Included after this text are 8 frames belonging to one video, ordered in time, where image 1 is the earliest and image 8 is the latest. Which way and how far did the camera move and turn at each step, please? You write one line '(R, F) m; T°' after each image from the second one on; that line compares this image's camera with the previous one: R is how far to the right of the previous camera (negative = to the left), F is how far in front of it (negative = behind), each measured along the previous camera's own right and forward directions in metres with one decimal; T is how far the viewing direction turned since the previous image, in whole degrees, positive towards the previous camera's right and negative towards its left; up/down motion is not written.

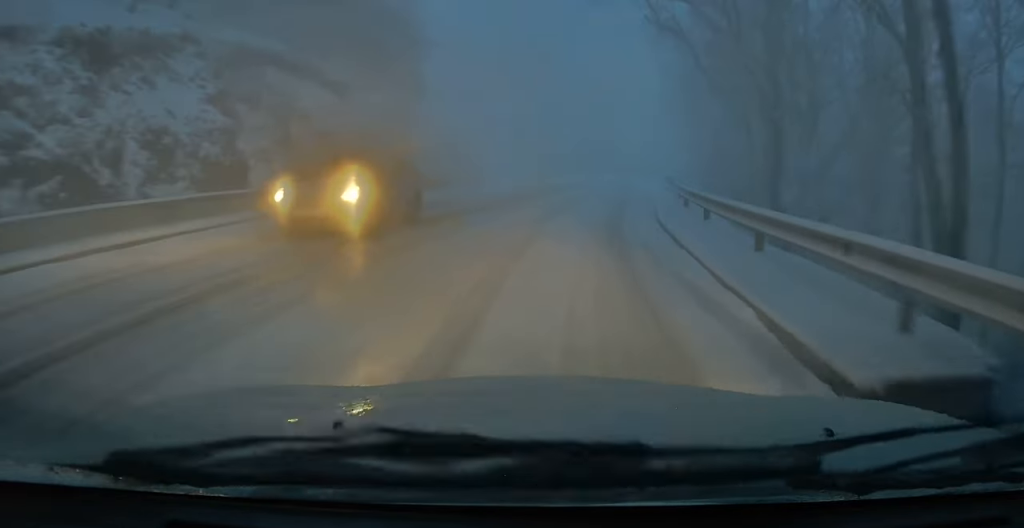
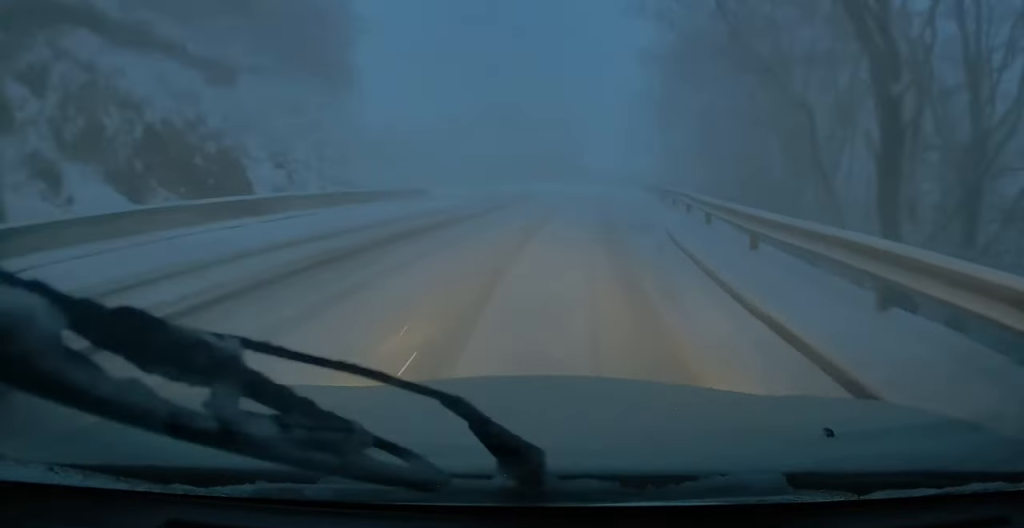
(+0.2, +7.2) m; +2°
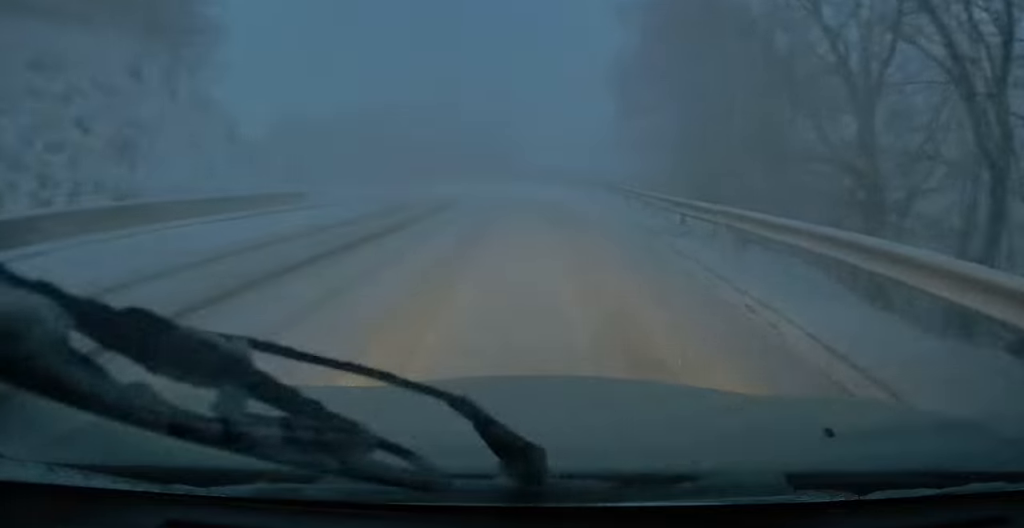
(+0.2, +11.6) m; +3°
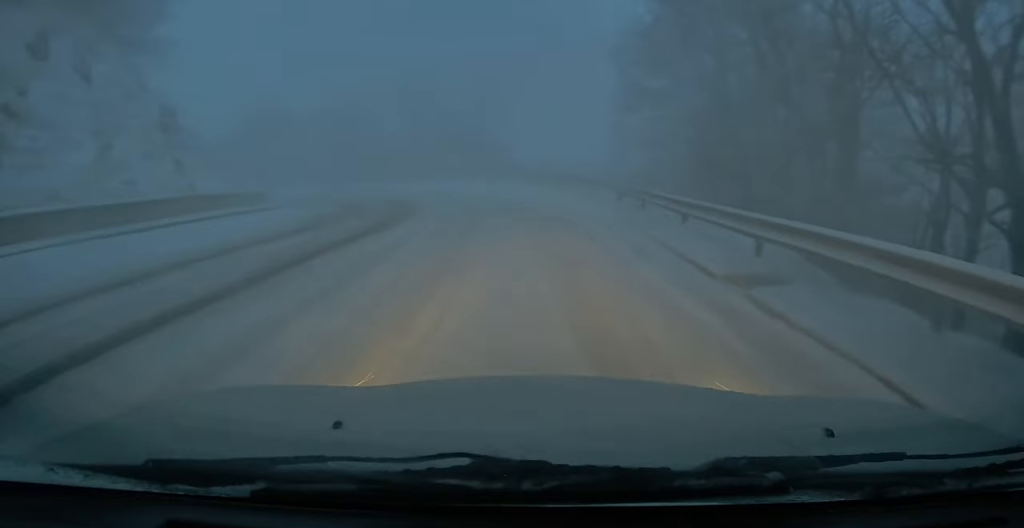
(+0.2, +5.1) m; 0°
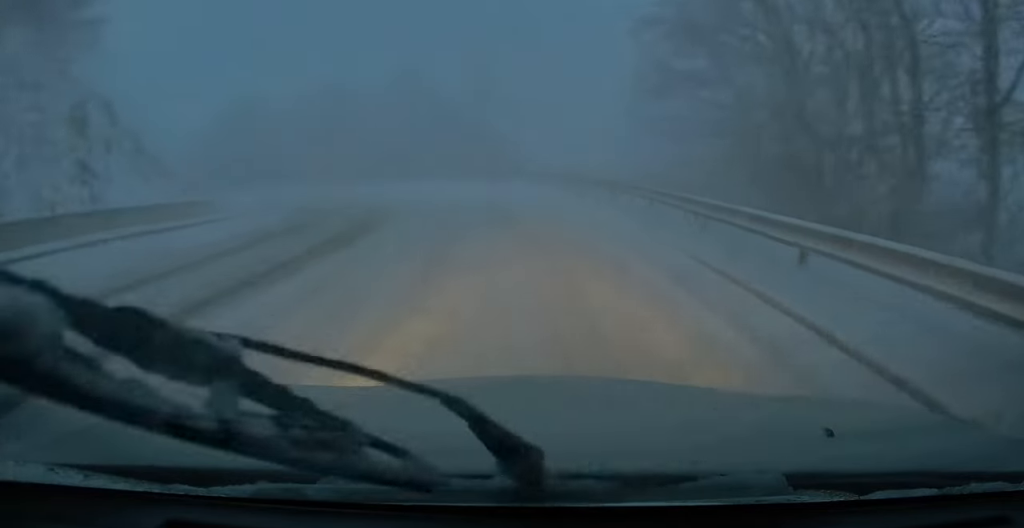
(-0.1, +5.6) m; 0°
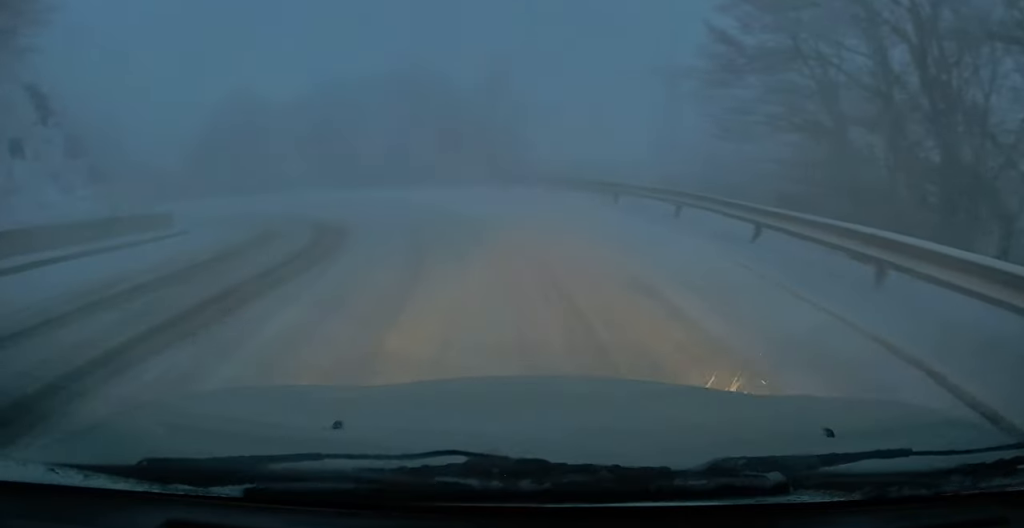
(-0.1, +5.6) m; -1°
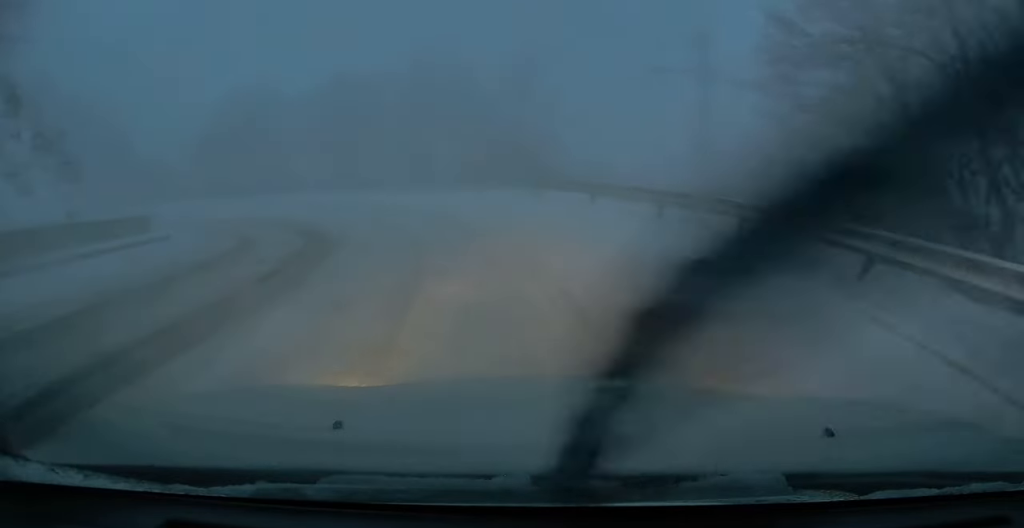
(+0.1, +2.8) m; -2°
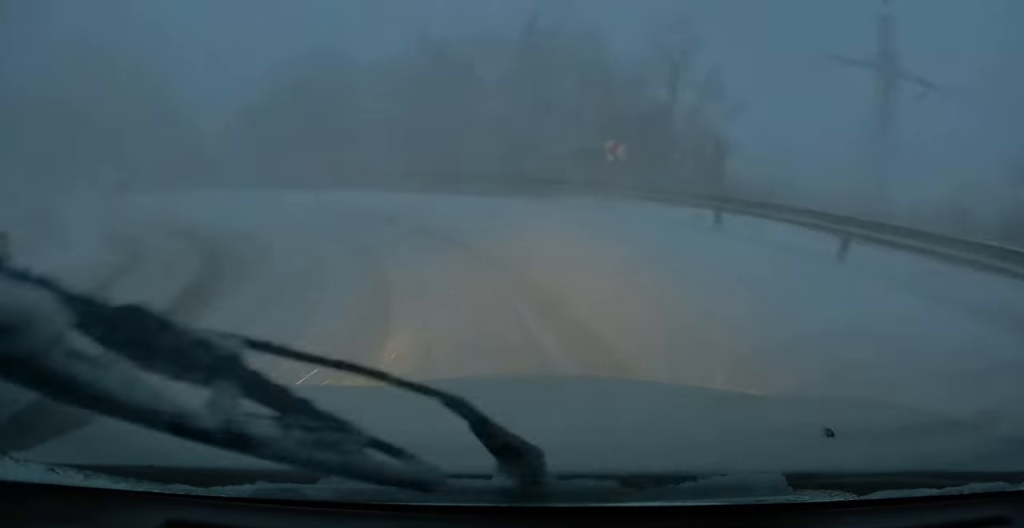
(-0.8, +10.1) m; -9°
